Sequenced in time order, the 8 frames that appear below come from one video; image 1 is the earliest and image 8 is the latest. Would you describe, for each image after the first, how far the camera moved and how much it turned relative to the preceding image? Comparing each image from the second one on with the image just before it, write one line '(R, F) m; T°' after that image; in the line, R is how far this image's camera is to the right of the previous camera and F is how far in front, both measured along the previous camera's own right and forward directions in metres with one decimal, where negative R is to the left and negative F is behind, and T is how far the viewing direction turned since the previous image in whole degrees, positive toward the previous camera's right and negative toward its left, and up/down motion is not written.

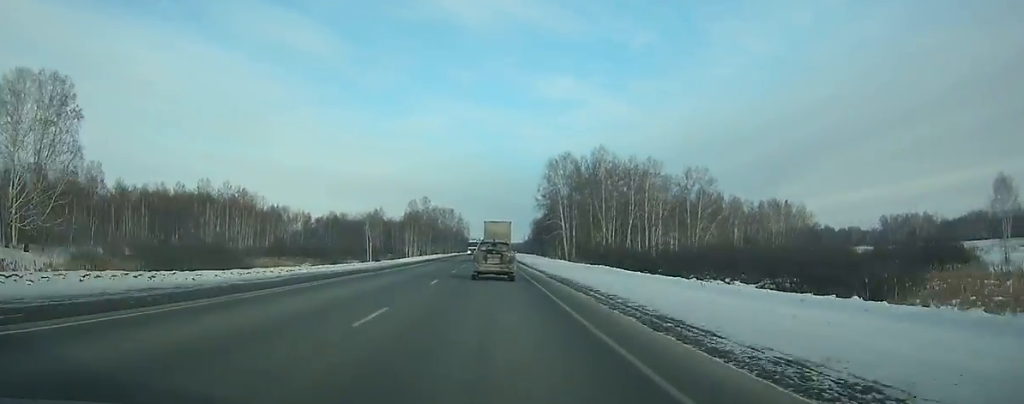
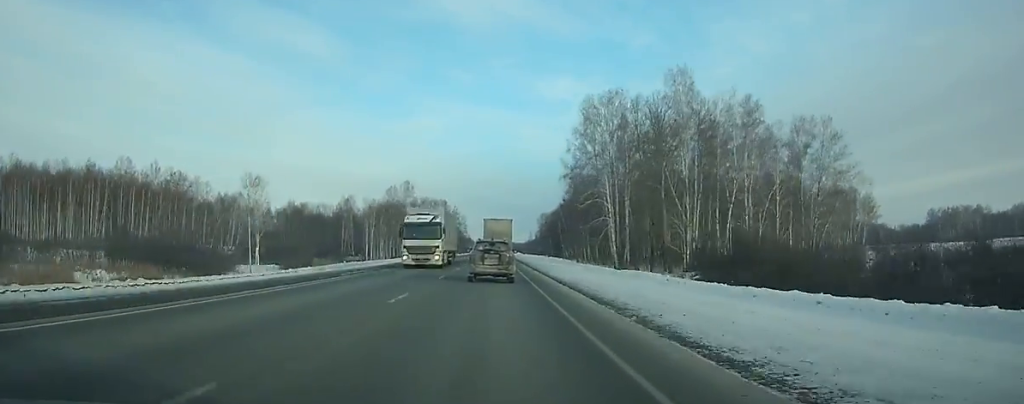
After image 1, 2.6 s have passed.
(+0.1, +56.1) m; 0°
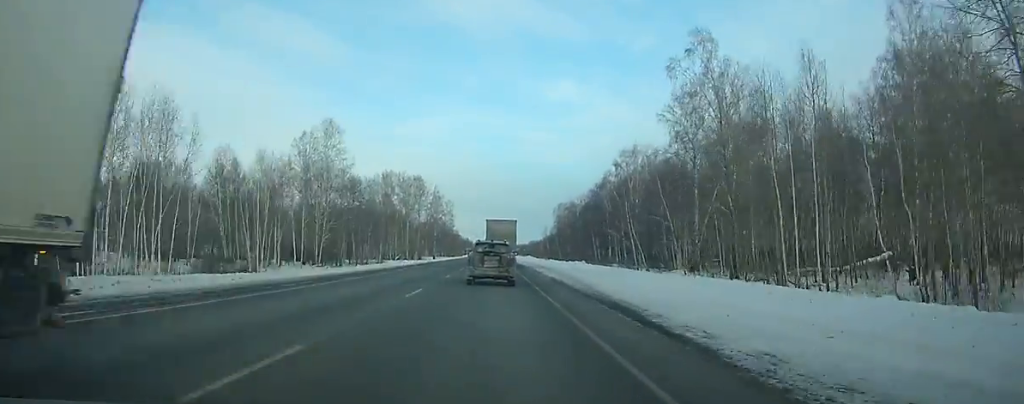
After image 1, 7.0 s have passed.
(-0.1, +93.1) m; 0°
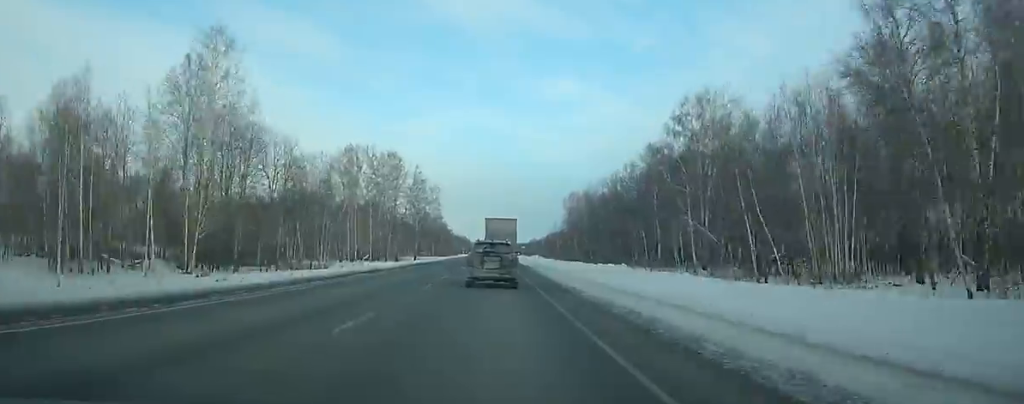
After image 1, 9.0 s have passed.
(+0.1, +41.8) m; 0°
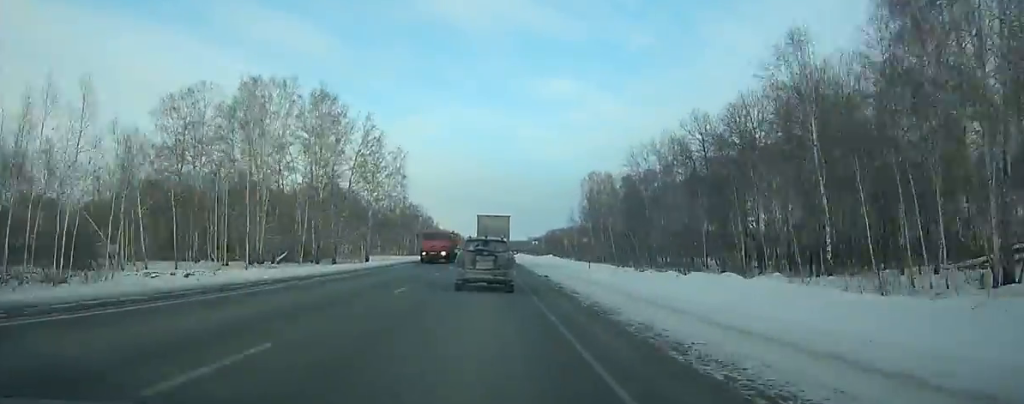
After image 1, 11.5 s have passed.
(-0.1, +52.2) m; 0°
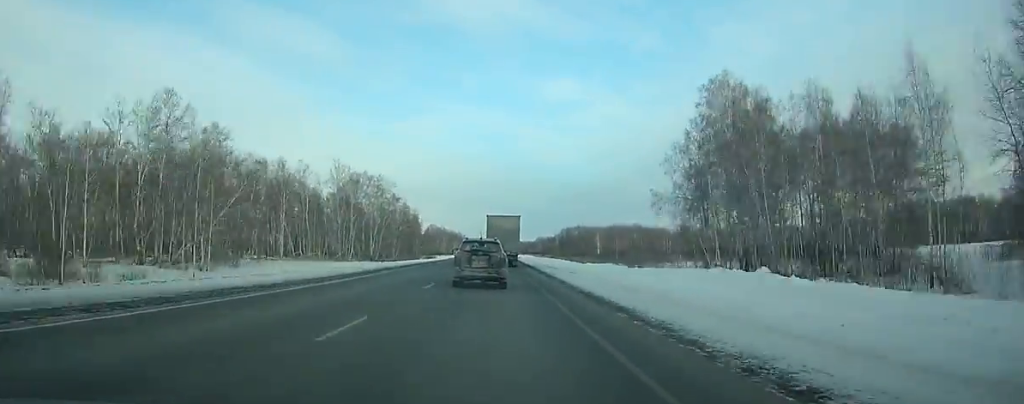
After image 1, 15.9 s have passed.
(-0.5, +91.6) m; 0°
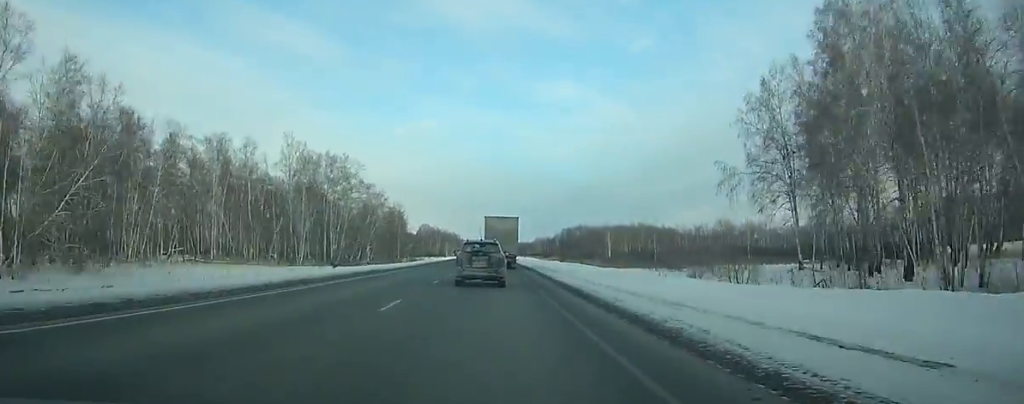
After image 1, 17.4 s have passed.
(+0.1, +31.2) m; 0°
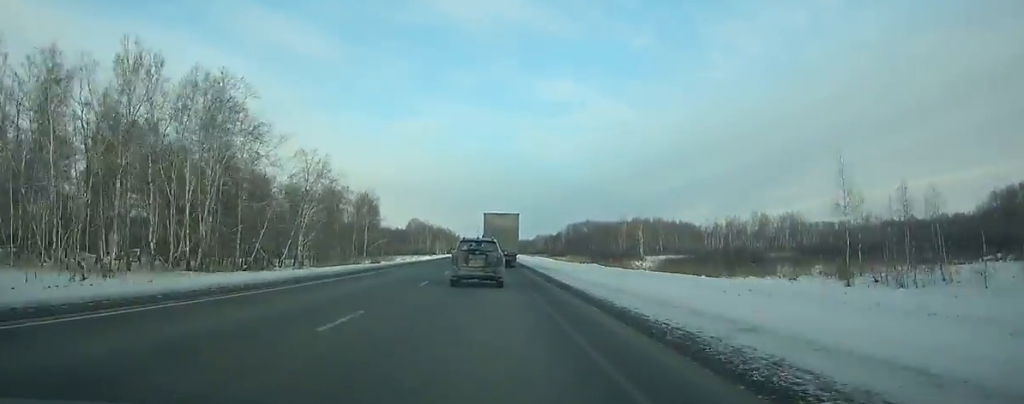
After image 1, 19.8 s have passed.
(+0.1, +49.9) m; 0°
